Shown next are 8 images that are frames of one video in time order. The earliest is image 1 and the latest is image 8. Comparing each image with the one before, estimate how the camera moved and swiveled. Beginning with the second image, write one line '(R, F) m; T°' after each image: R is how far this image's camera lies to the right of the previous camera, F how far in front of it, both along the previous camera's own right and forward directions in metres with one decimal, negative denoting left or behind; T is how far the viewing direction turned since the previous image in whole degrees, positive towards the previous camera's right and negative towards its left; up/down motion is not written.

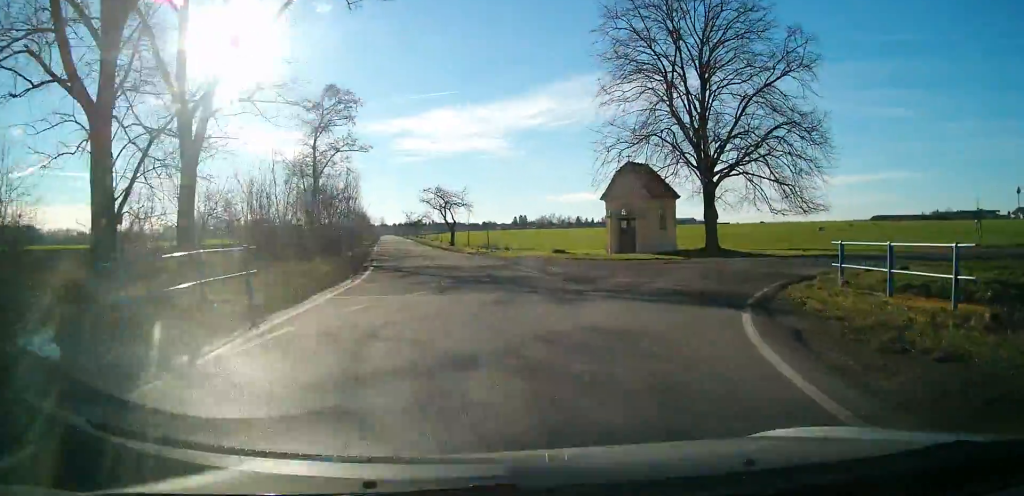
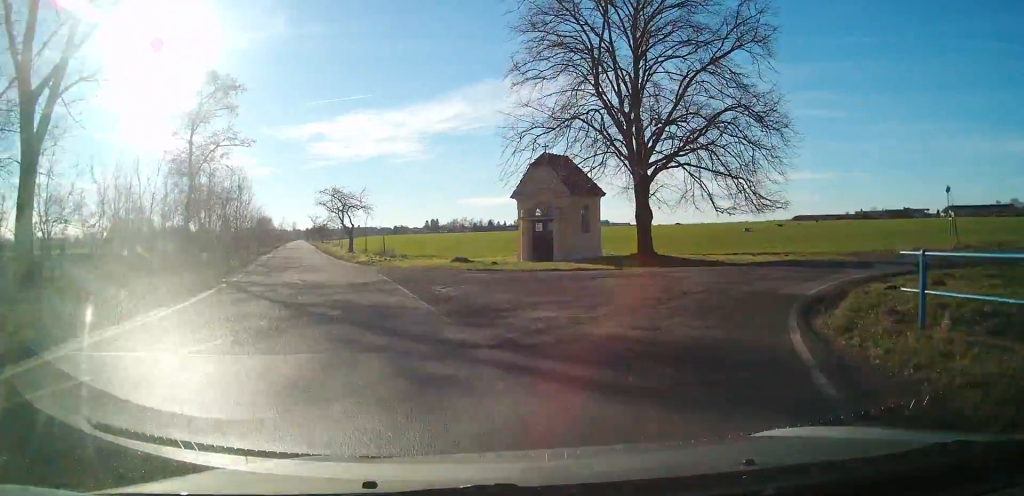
(0.0, +5.9) m; +6°
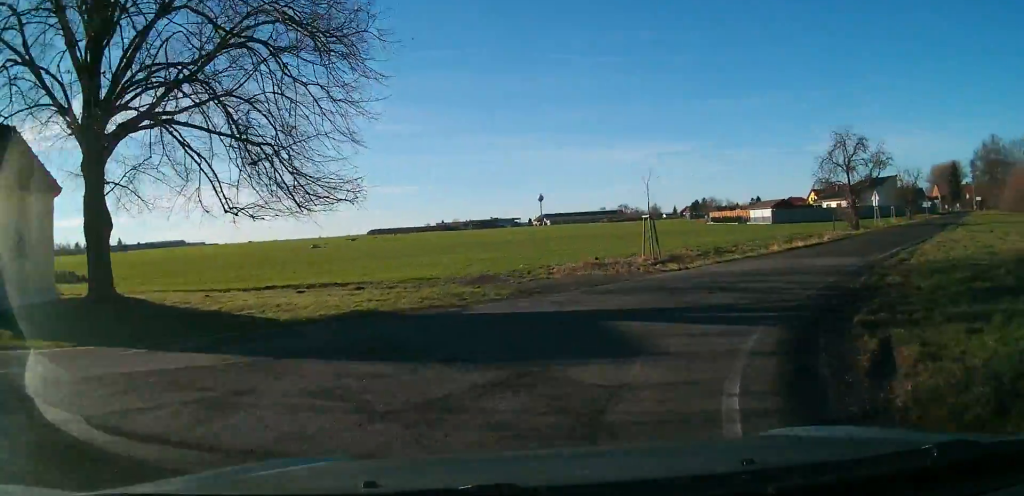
(+3.3, +14.0) m; +36°
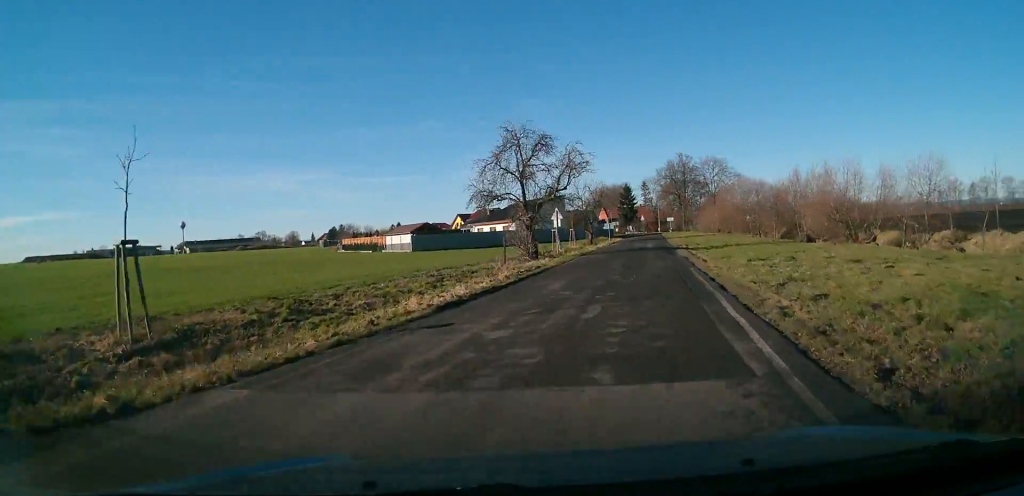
(+4.7, +12.4) m; +32°
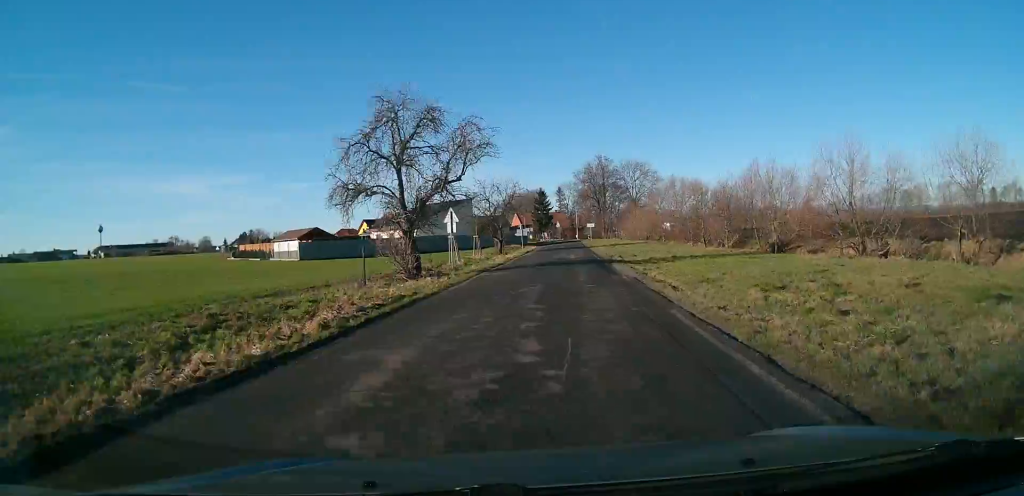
(+1.1, +9.6) m; +8°
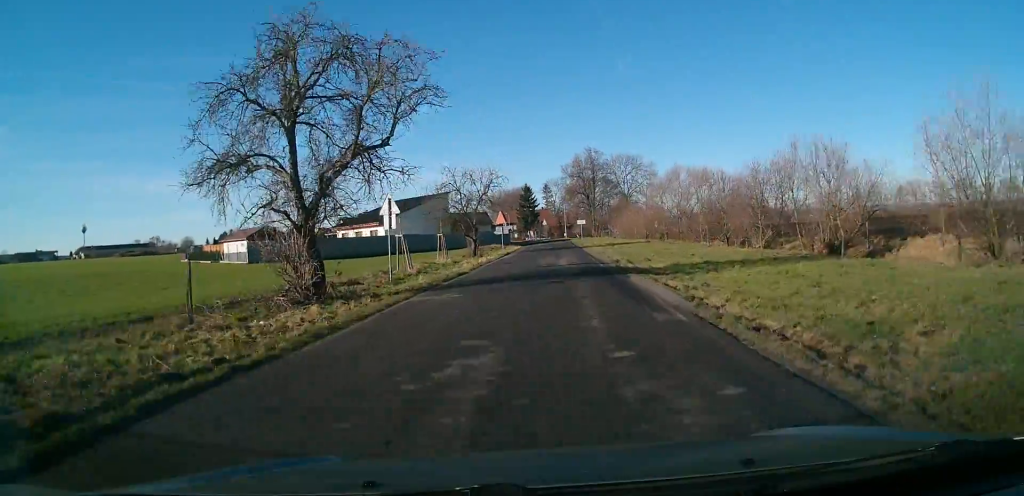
(+0.2, +9.5) m; +2°
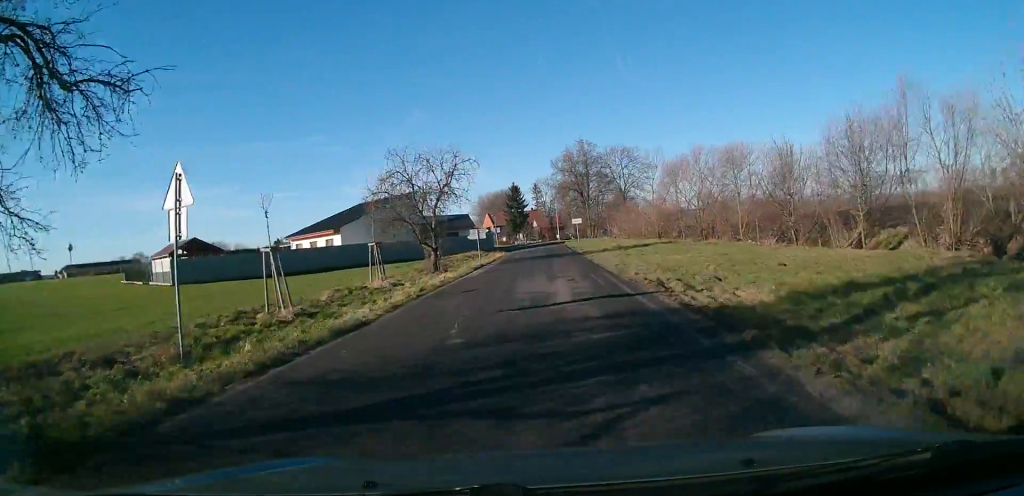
(+0.3, +12.0) m; +1°
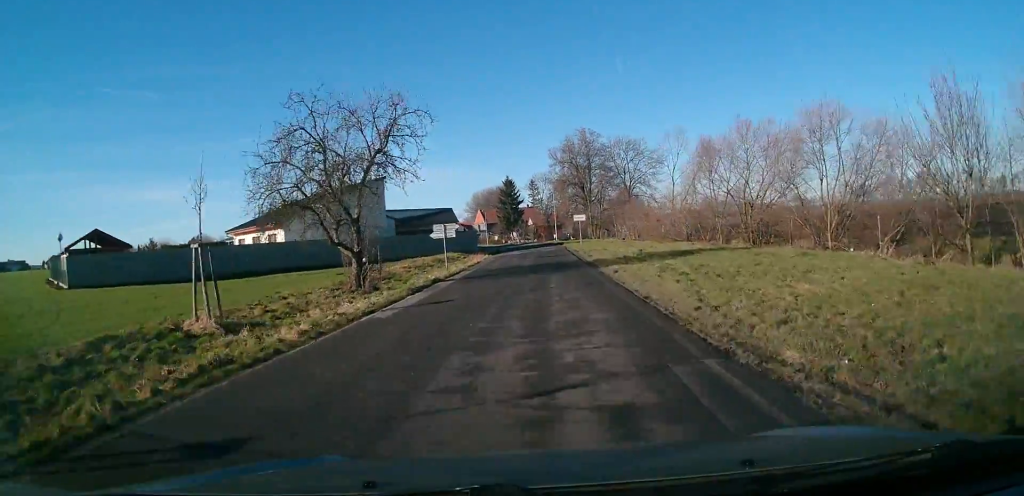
(-0.1, +12.5) m; 0°
